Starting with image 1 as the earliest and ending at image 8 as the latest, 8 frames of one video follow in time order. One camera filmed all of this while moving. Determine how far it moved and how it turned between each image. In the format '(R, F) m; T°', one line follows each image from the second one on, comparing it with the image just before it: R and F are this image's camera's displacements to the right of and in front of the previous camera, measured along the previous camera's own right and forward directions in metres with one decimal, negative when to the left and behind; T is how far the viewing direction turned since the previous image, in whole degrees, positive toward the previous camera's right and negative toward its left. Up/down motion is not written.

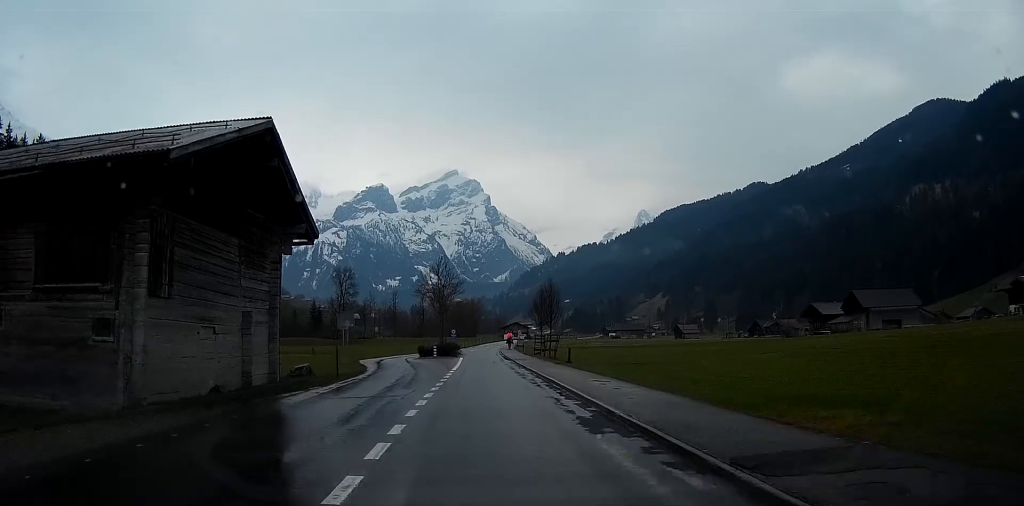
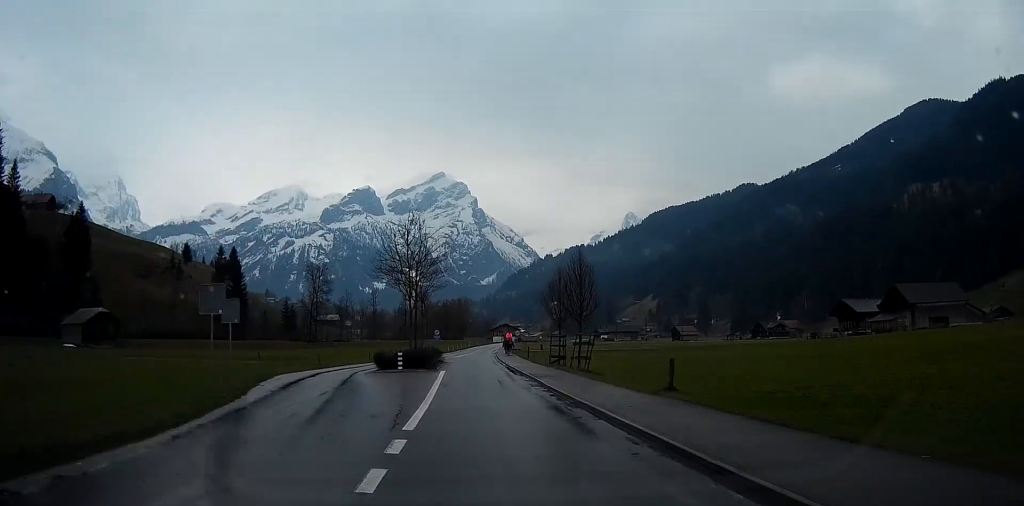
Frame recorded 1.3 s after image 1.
(+0.3, +19.4) m; +2°
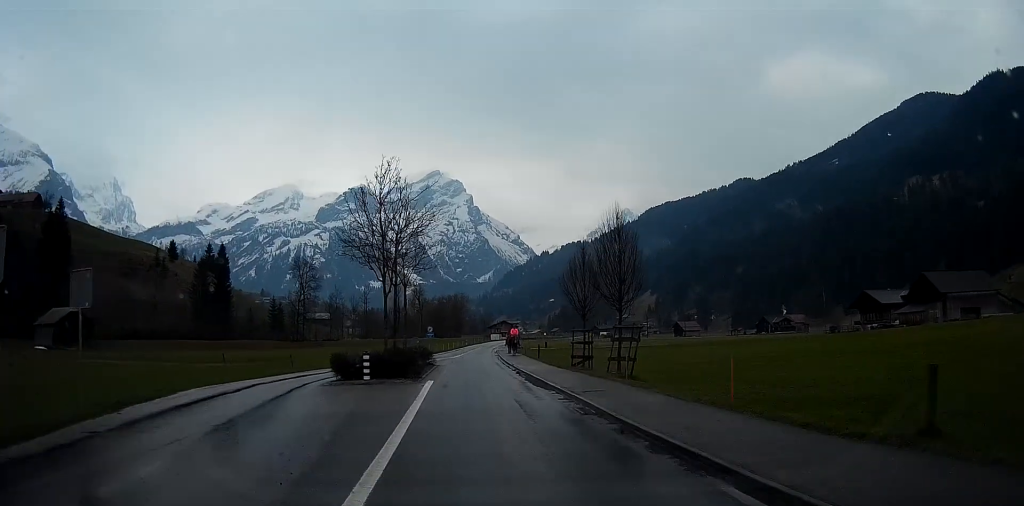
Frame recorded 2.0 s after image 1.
(+0.1, +10.0) m; 0°
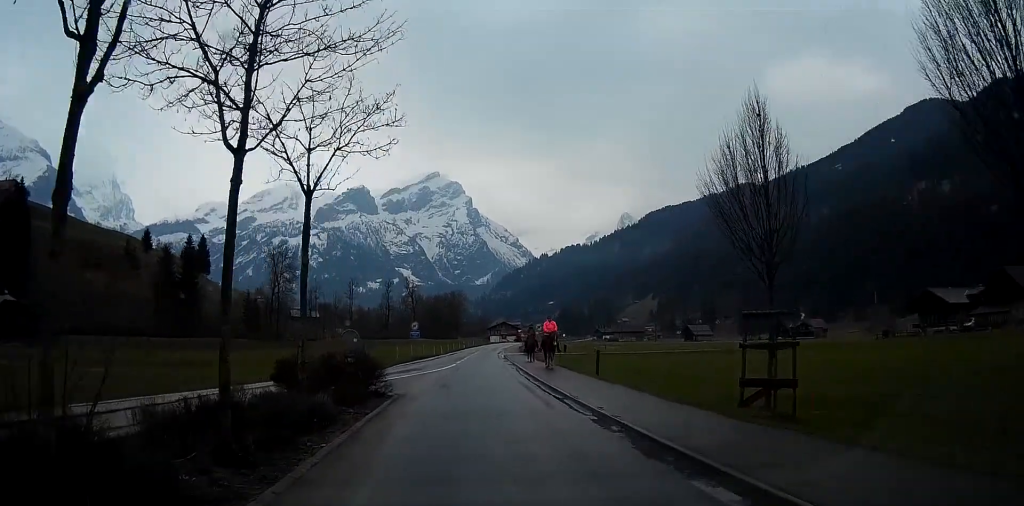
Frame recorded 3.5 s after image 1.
(0.0, +20.8) m; 0°
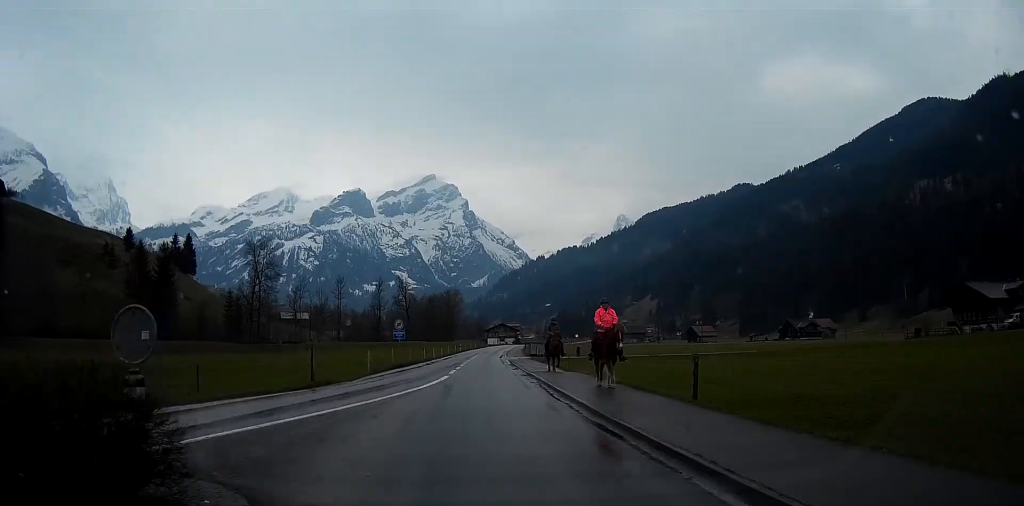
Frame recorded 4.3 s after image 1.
(0.0, +11.0) m; 0°
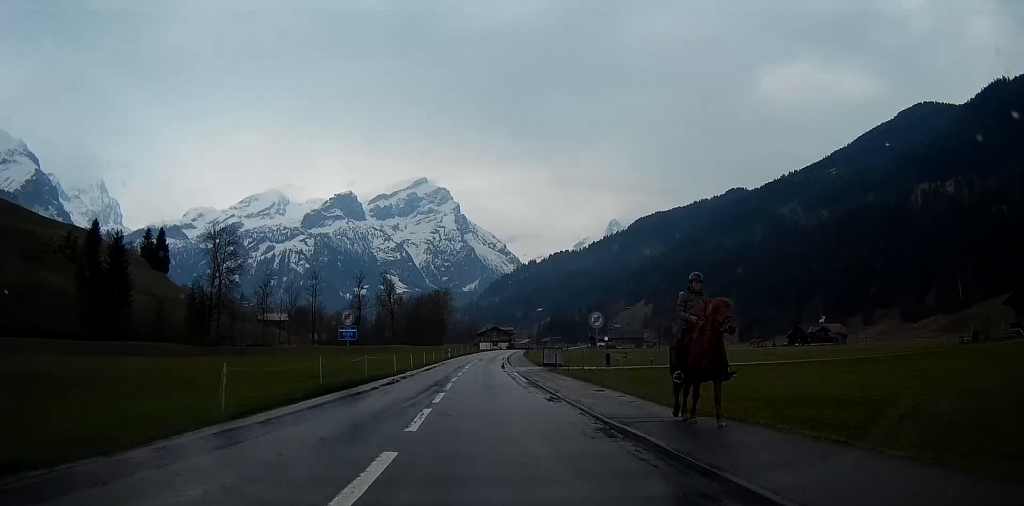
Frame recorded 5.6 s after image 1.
(0.0, +17.4) m; 0°
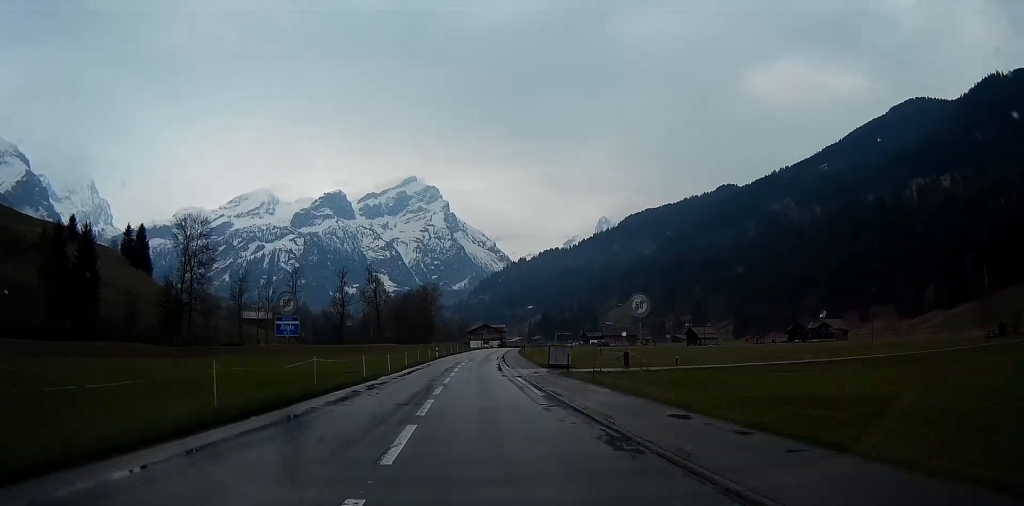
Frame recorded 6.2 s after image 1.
(0.0, +8.4) m; 0°
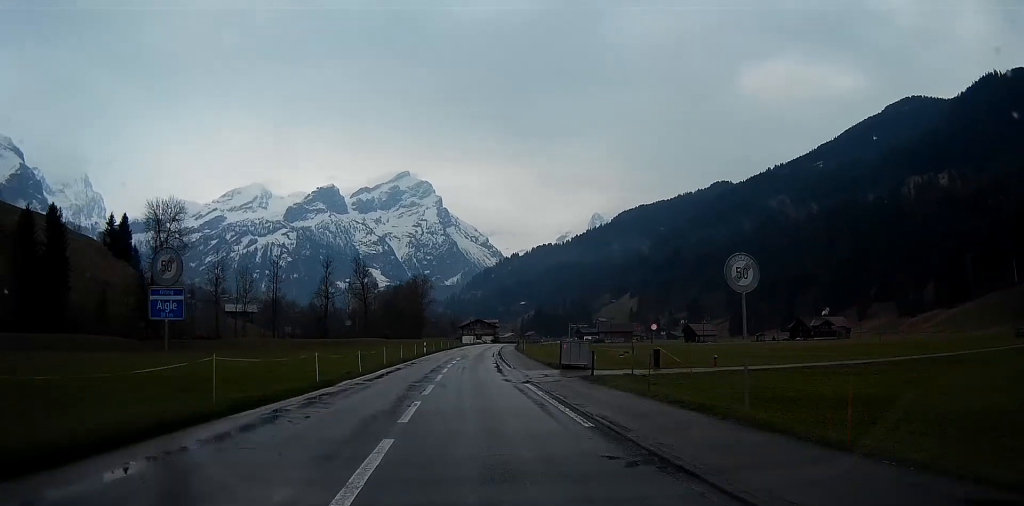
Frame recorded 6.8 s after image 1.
(0.0, +8.1) m; 0°
